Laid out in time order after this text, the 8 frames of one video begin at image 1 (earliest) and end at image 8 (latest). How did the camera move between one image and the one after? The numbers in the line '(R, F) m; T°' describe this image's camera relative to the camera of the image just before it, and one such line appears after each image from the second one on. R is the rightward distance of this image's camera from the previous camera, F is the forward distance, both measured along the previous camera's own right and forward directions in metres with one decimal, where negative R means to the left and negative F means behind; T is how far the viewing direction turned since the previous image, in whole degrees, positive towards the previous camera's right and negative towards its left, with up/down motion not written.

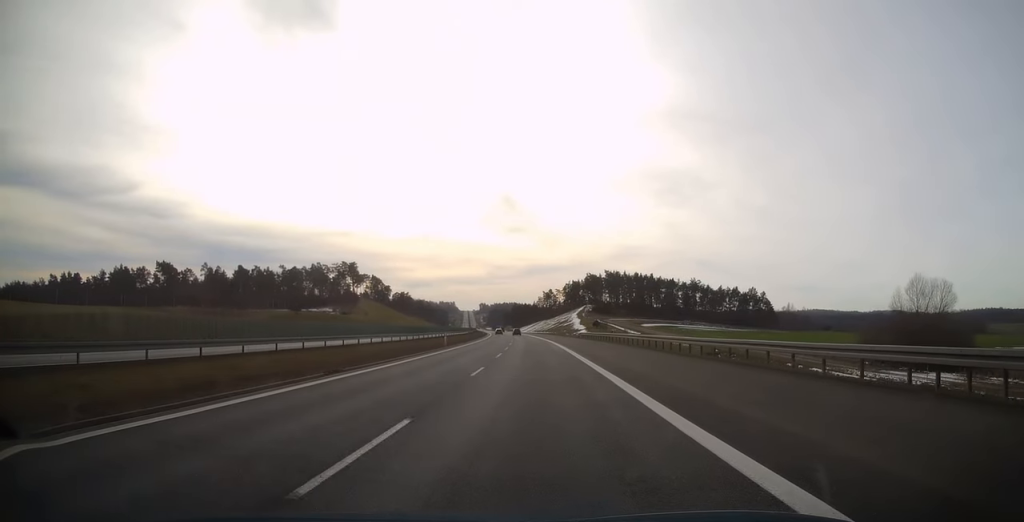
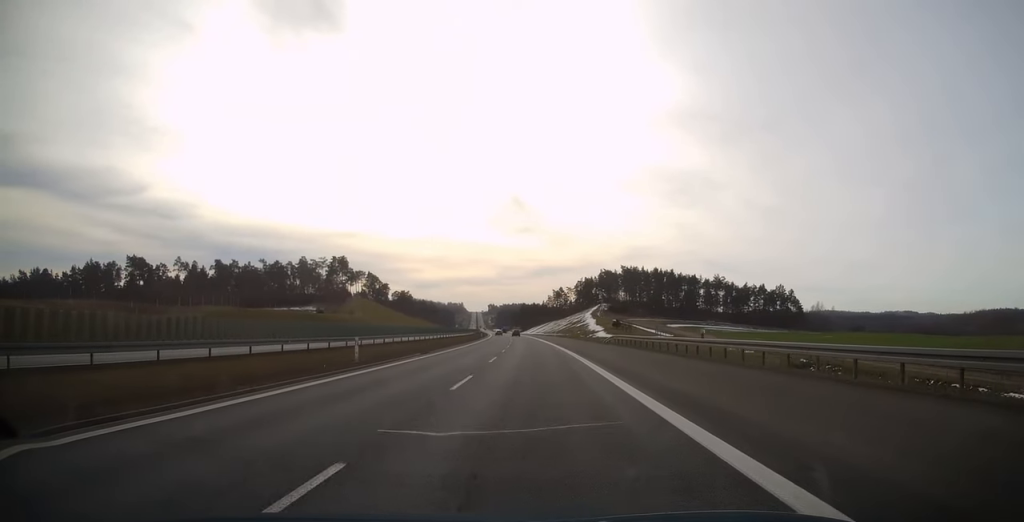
(-0.2, +27.7) m; -1°
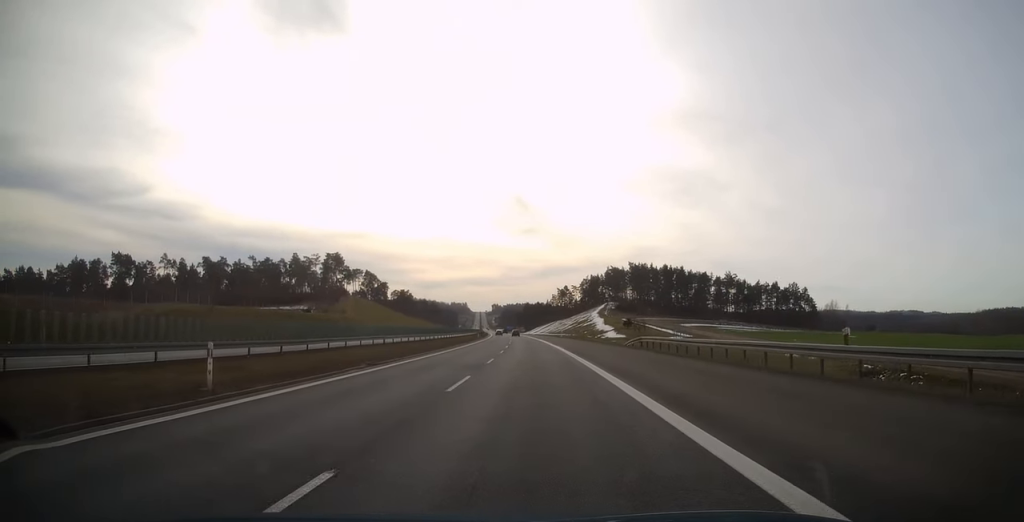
(-0.1, +12.3) m; 0°
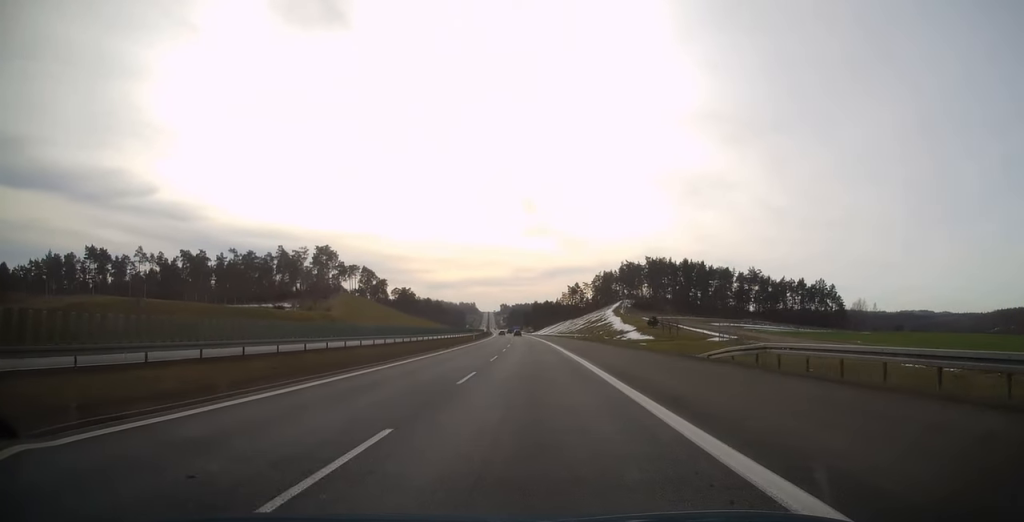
(-0.1, +21.0) m; -1°
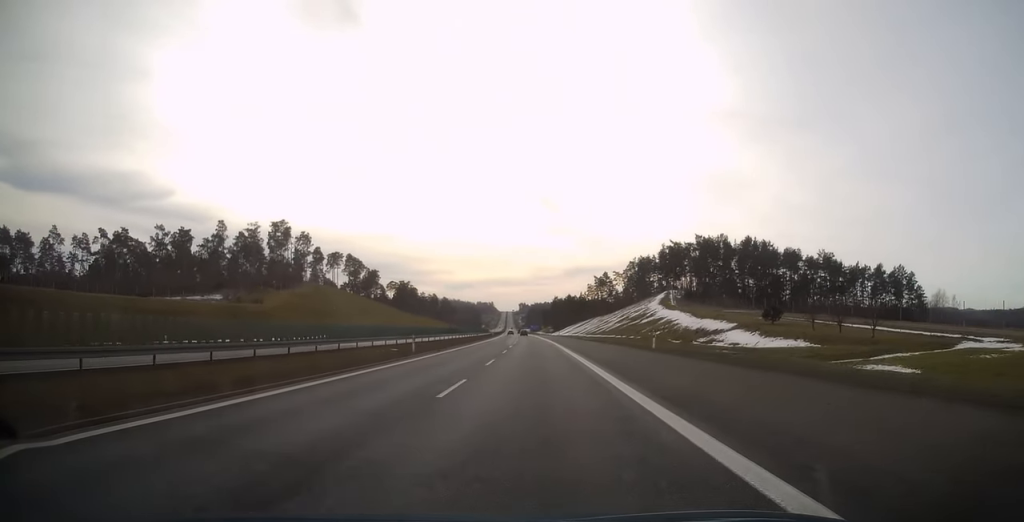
(-0.9, +52.7) m; -2°
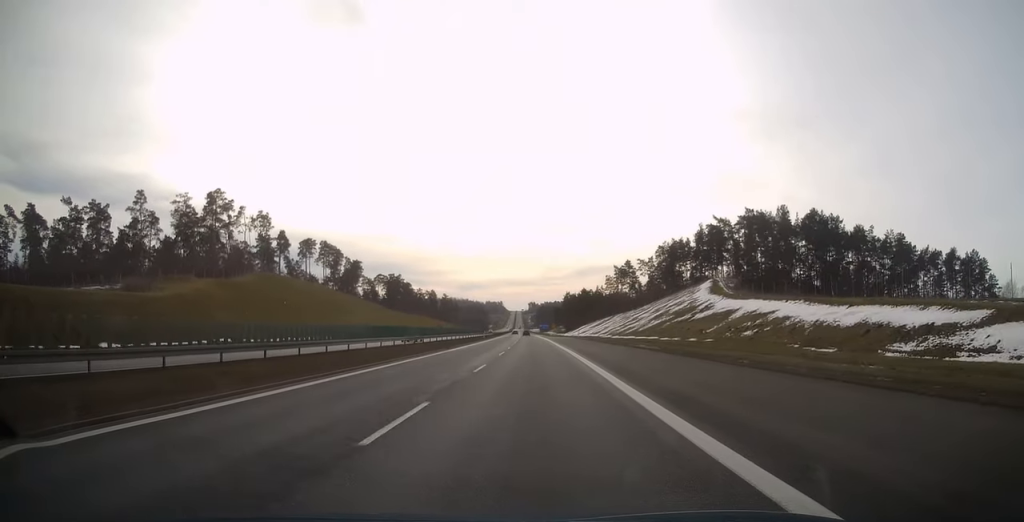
(-0.4, +40.3) m; -1°
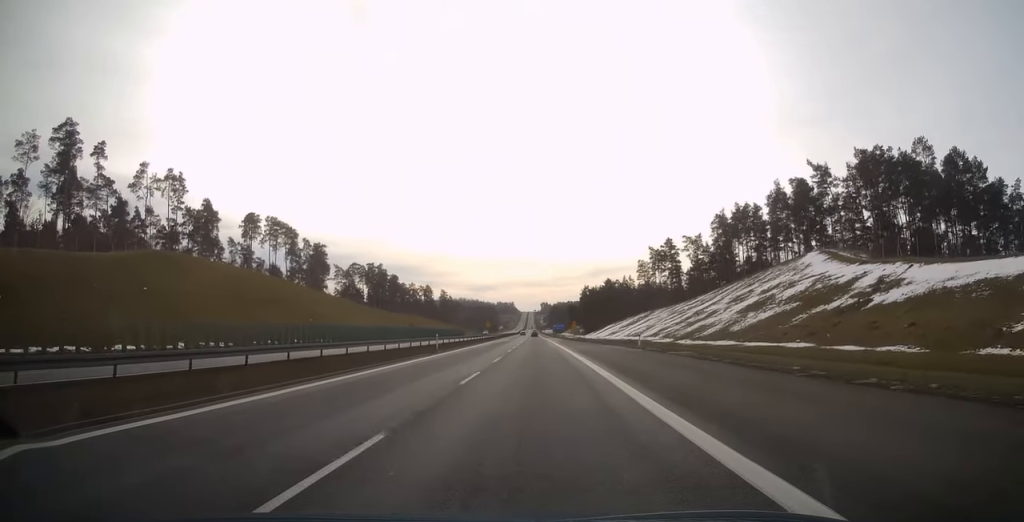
(-0.7, +52.2) m; -1°
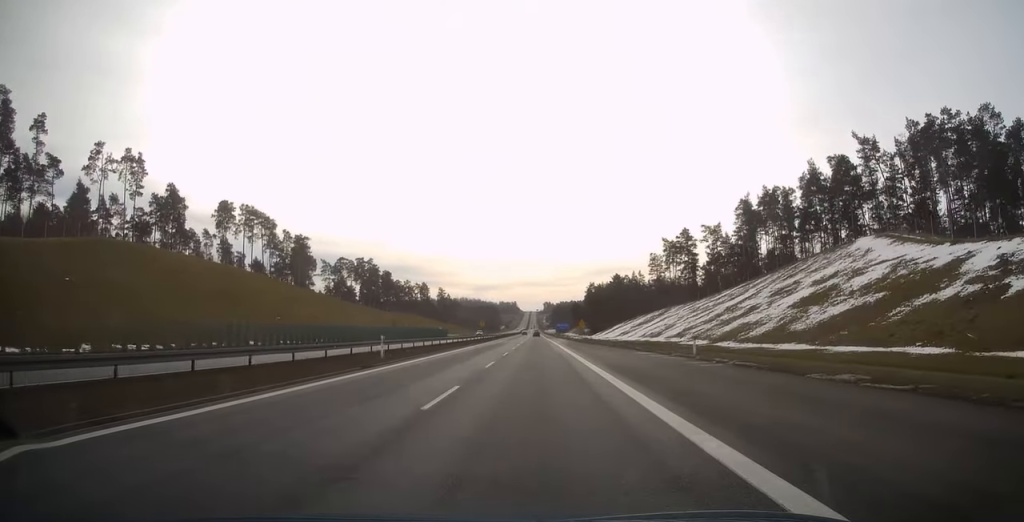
(0.0, +16.4) m; 0°
